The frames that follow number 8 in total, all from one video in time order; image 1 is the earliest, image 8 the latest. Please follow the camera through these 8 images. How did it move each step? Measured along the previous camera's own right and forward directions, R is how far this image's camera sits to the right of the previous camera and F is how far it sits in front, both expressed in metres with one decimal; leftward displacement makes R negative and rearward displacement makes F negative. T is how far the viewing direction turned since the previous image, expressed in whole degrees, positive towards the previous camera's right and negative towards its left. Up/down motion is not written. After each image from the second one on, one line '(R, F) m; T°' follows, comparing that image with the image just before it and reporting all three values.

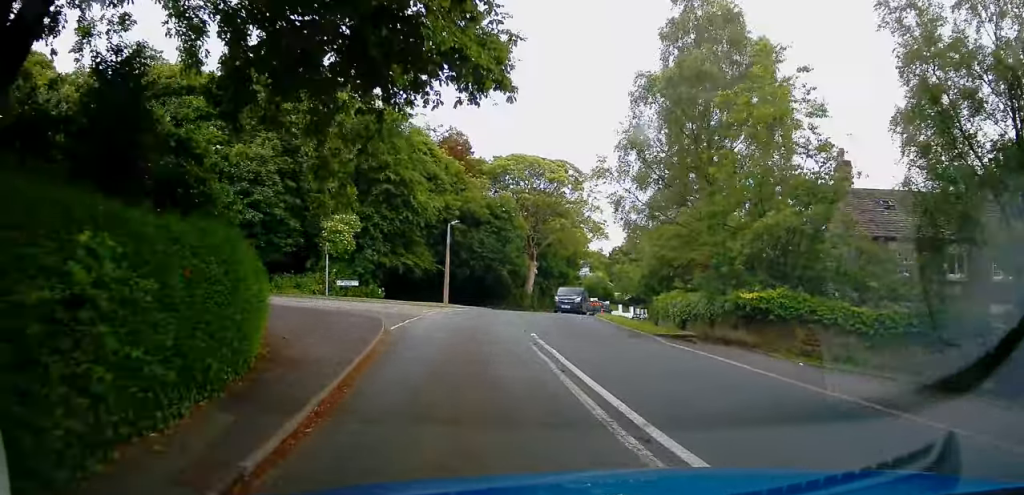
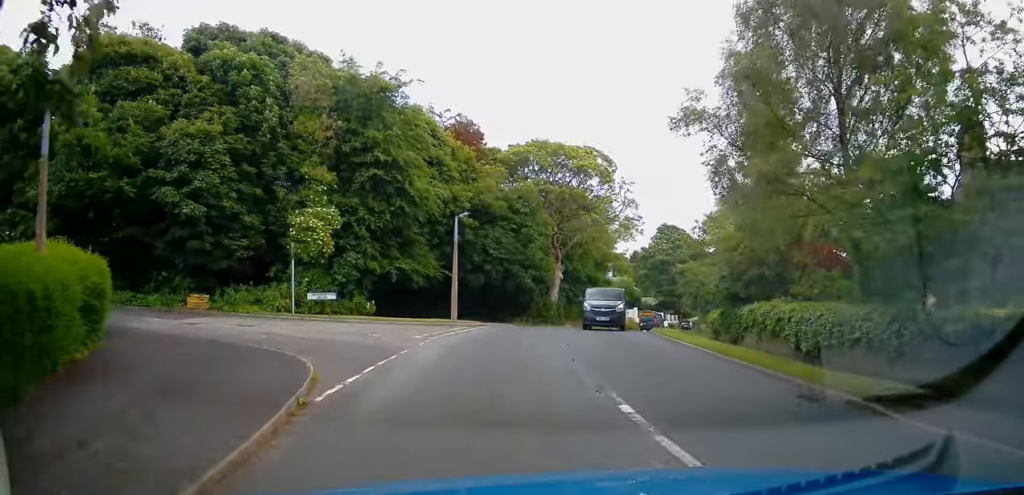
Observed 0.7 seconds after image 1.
(-0.2, +8.6) m; -1°
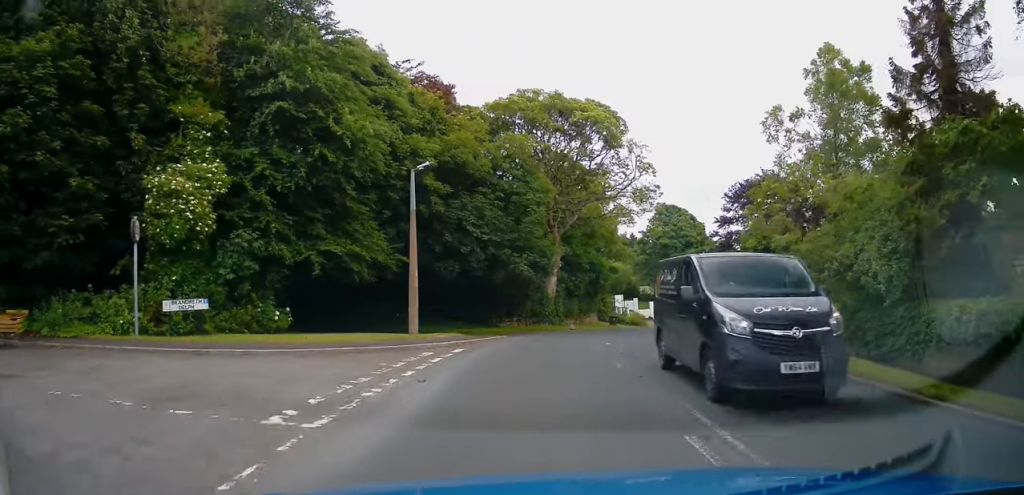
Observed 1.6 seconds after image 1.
(0.0, +11.6) m; +2°
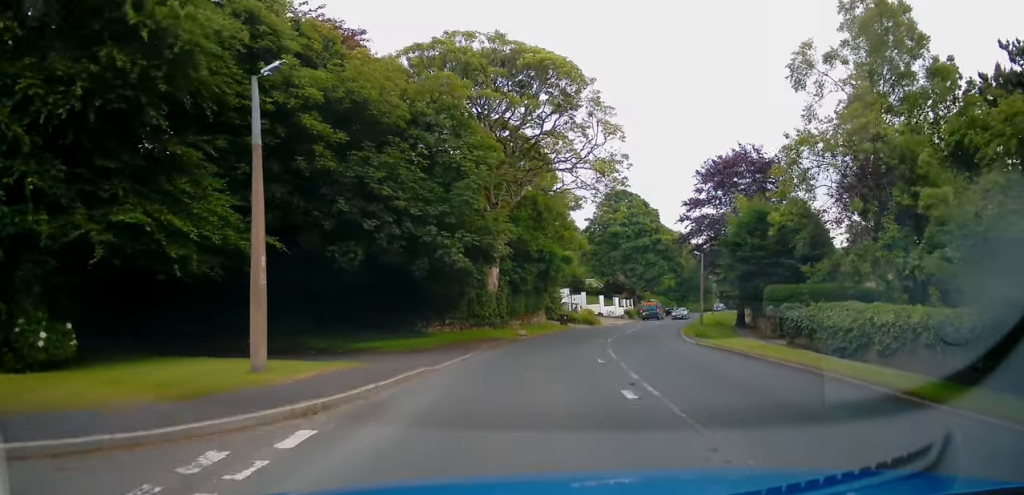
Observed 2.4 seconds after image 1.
(+0.3, +8.5) m; +3°
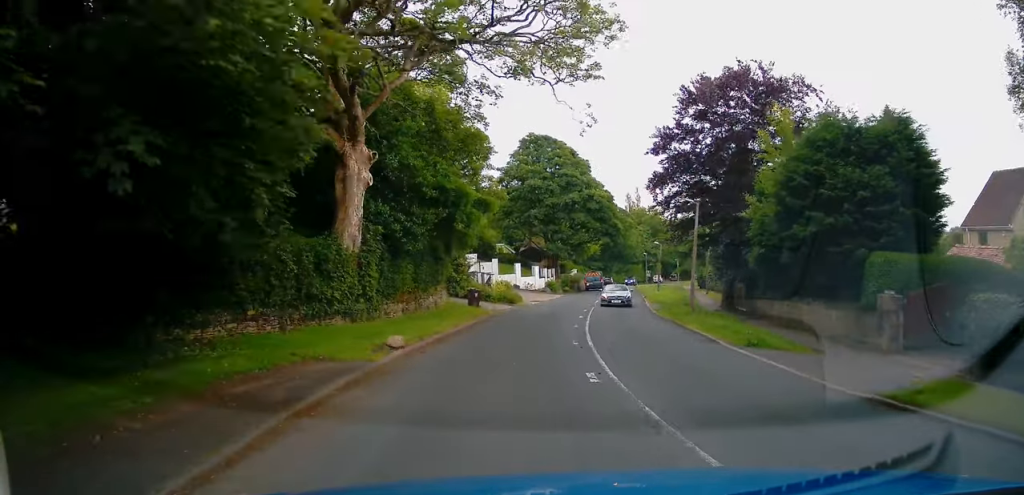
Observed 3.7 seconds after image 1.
(+0.8, +16.0) m; +9°
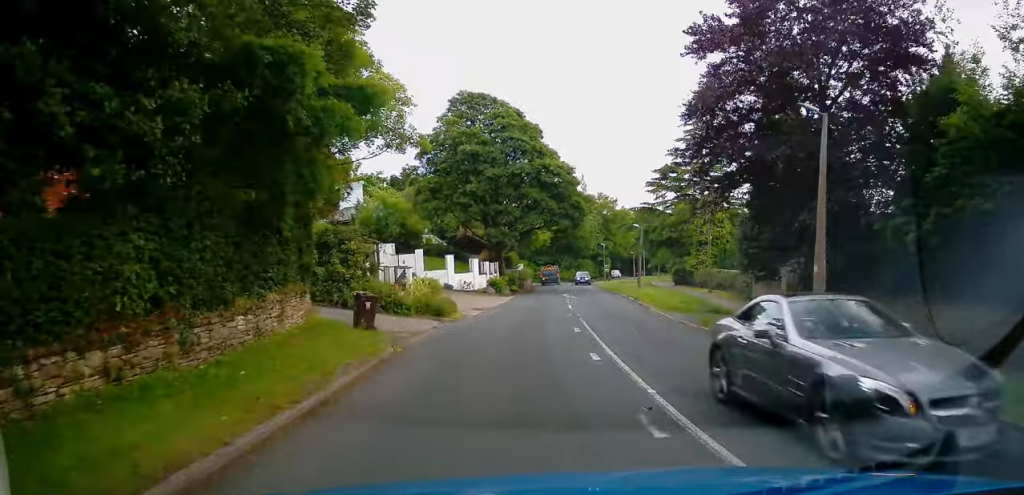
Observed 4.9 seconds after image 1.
(+1.4, +14.7) m; +7°
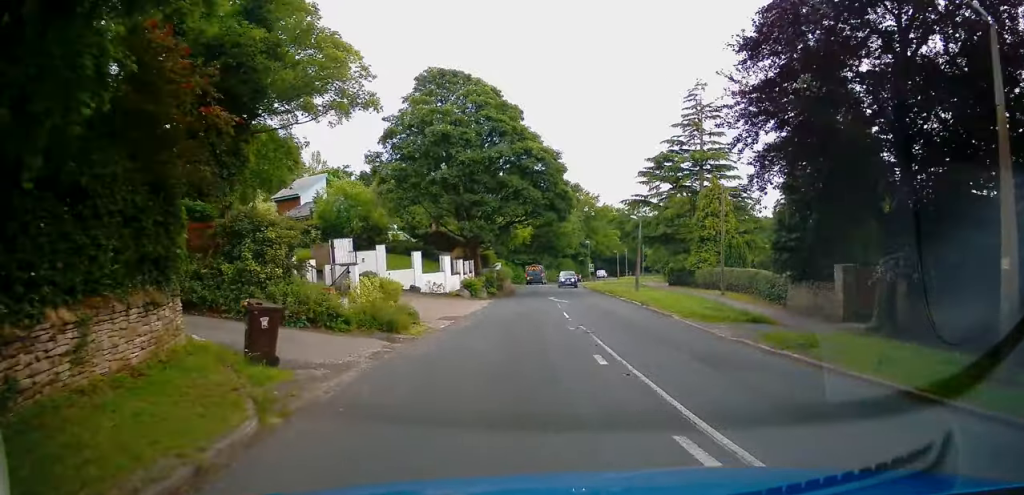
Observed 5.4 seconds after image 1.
(0.0, +6.2) m; +2°
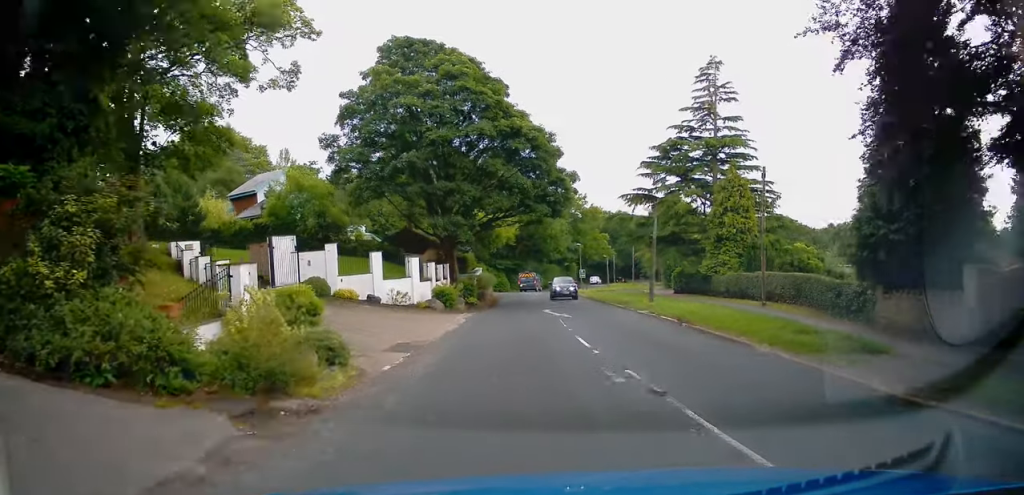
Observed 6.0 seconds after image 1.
(+0.1, +7.6) m; +2°
